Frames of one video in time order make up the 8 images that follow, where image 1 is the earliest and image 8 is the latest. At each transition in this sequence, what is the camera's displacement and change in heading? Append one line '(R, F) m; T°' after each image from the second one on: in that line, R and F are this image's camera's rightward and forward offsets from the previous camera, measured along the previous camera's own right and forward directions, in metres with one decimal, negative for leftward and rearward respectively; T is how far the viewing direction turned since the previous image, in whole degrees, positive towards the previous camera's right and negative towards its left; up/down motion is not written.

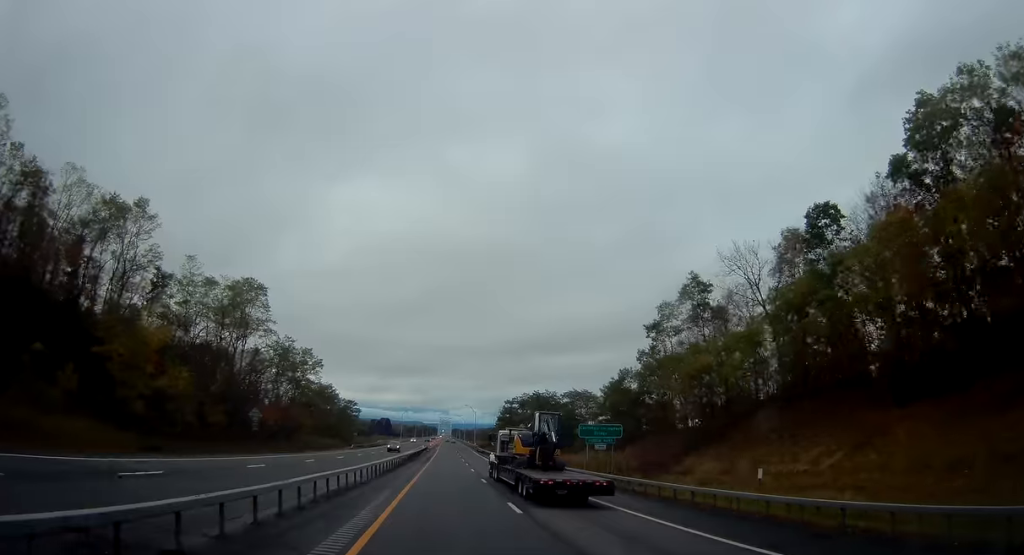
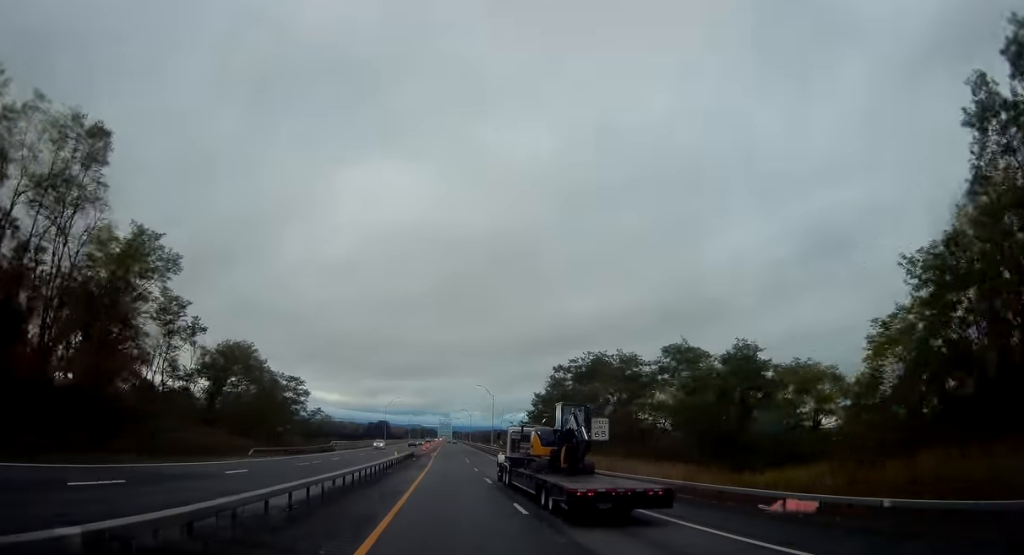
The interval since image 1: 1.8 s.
(-0.2, +53.8) m; 0°
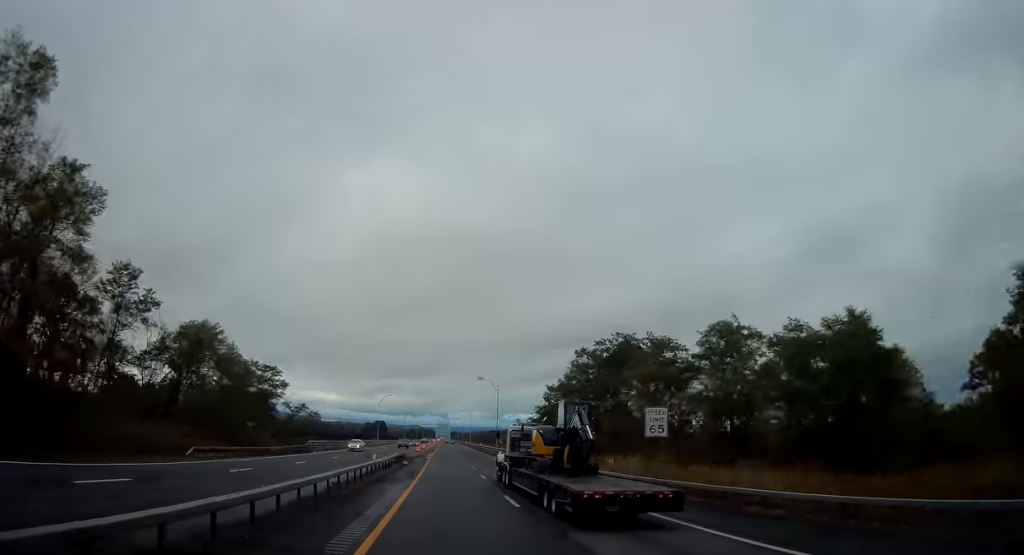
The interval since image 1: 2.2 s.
(+0.1, +11.9) m; 0°
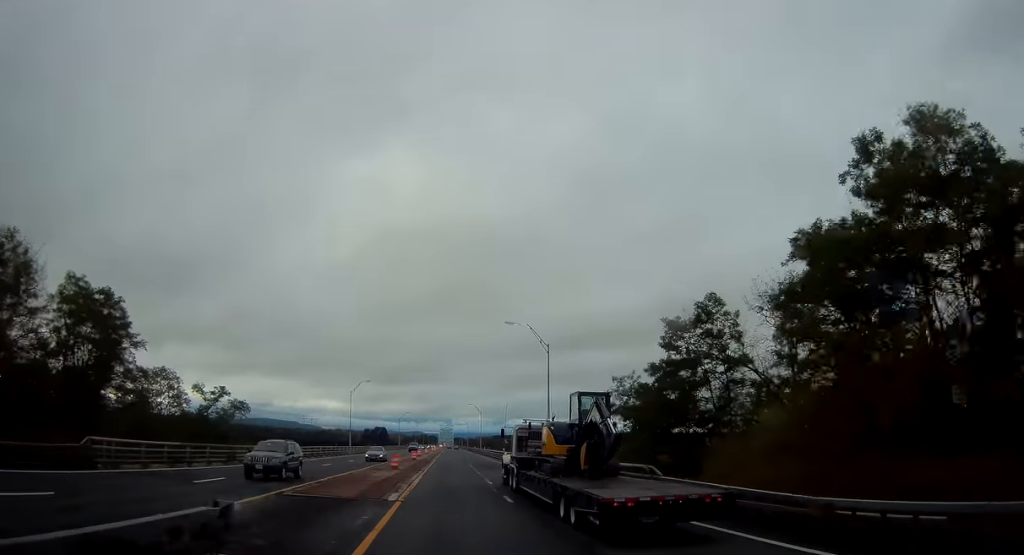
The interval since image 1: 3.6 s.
(+0.1, +41.1) m; 0°
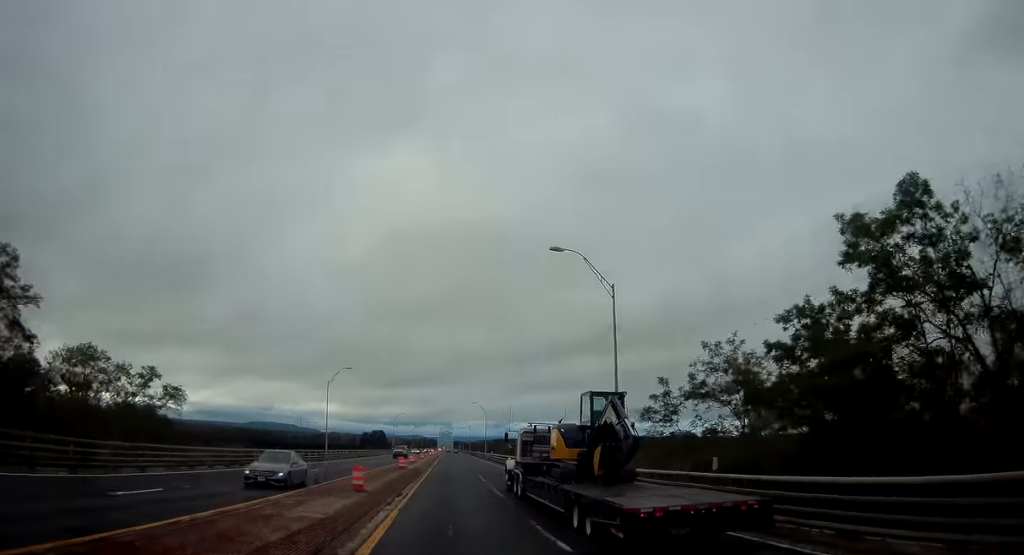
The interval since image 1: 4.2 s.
(+0.2, +17.6) m; 0°
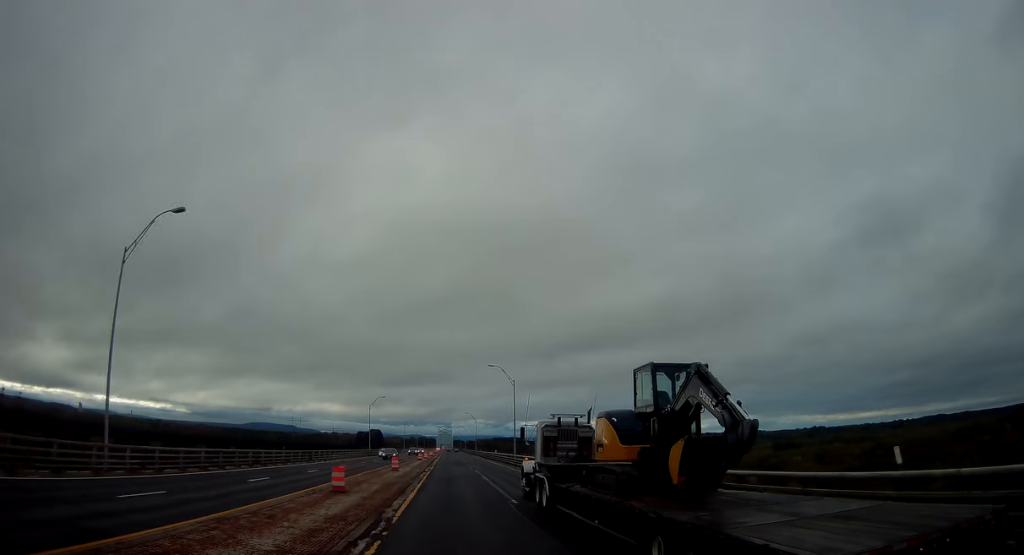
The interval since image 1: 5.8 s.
(-0.3, +48.7) m; 0°
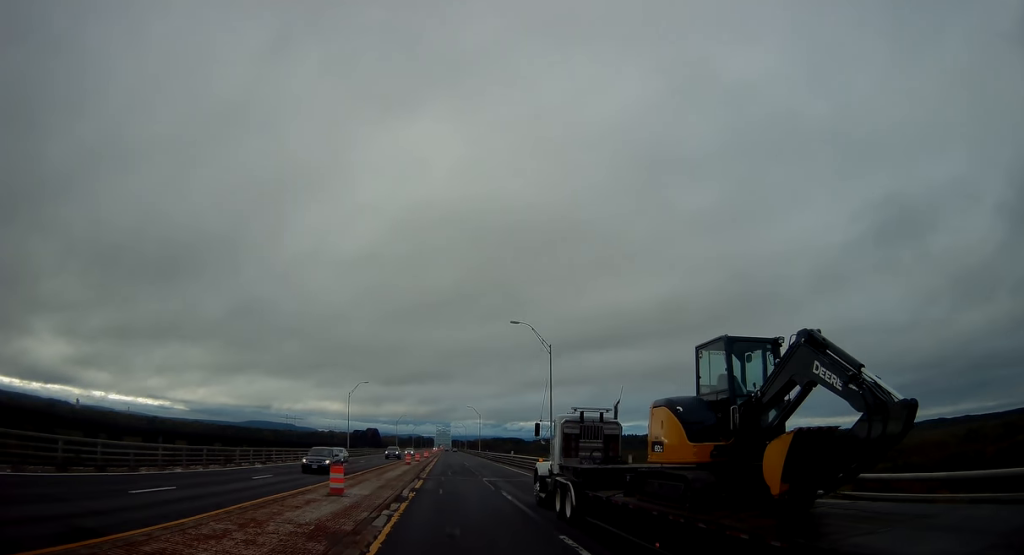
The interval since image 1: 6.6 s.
(+0.1, +23.3) m; 0°
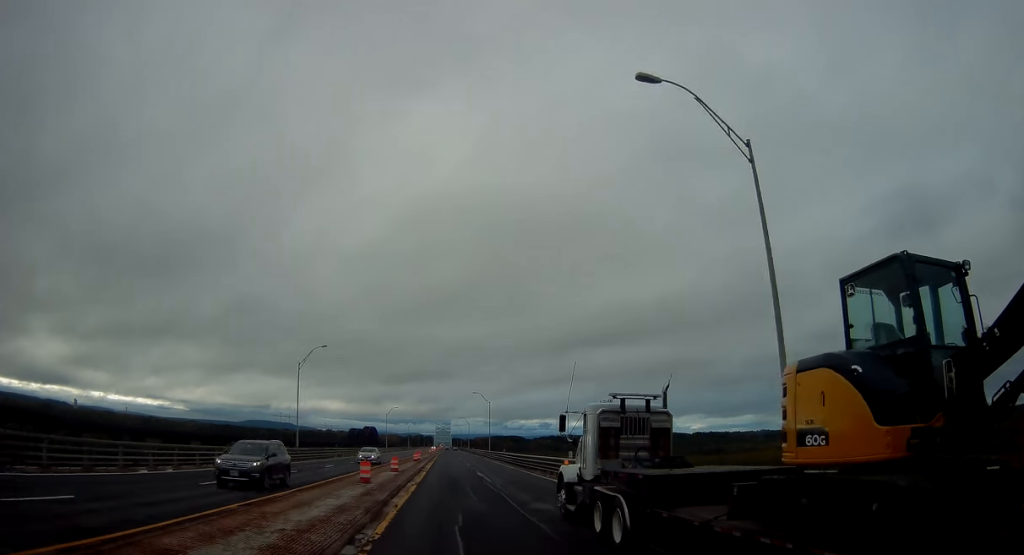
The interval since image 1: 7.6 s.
(0.0, +30.5) m; 0°
